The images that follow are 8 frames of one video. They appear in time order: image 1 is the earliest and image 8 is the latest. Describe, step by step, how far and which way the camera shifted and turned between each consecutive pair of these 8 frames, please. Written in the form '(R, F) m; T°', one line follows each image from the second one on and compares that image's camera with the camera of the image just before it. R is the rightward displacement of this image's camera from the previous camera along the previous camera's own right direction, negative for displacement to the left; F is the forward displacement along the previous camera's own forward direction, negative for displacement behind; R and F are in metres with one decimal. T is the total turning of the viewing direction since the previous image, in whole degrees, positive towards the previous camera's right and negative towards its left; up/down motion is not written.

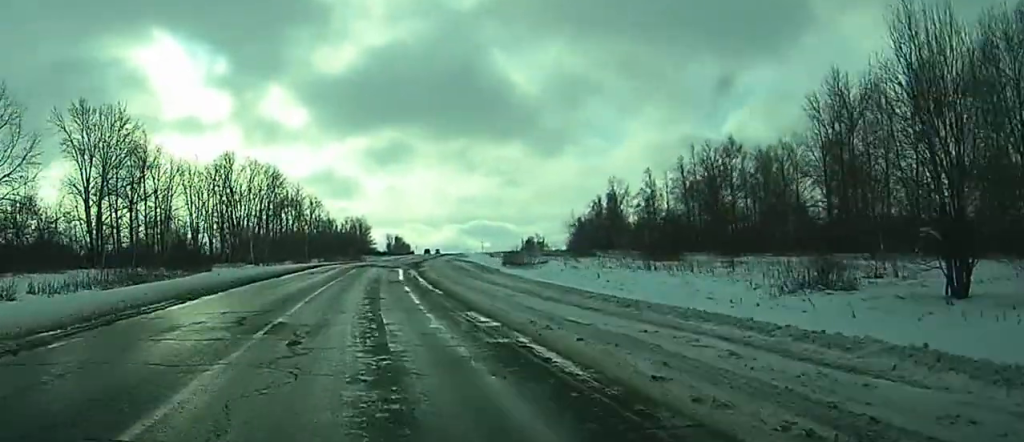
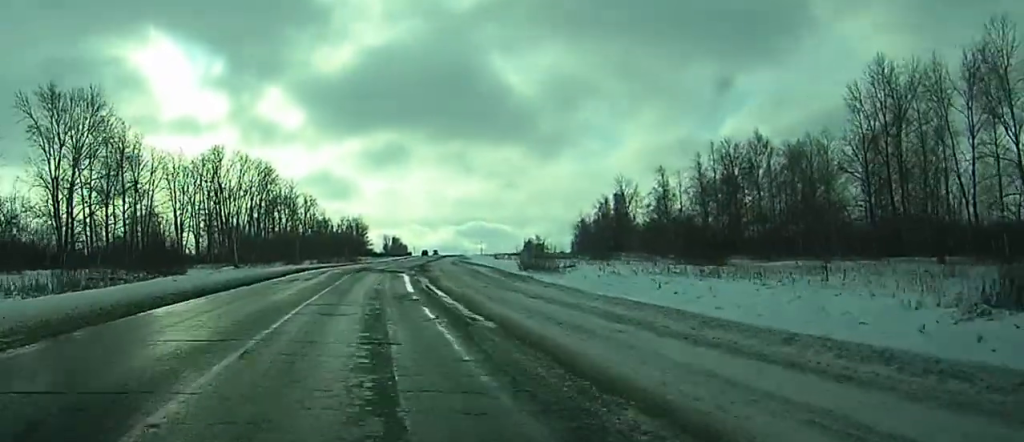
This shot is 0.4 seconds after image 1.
(+0.1, +9.9) m; +1°
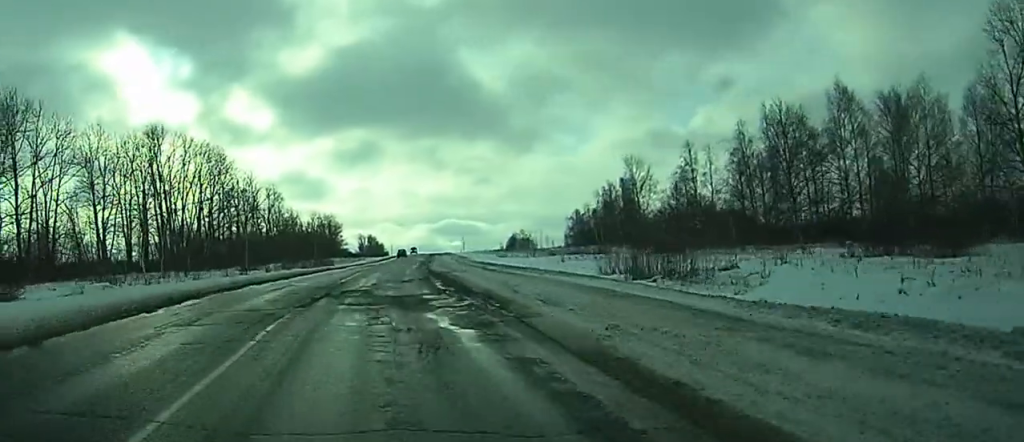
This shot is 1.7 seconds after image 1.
(+0.4, +29.7) m; +1°
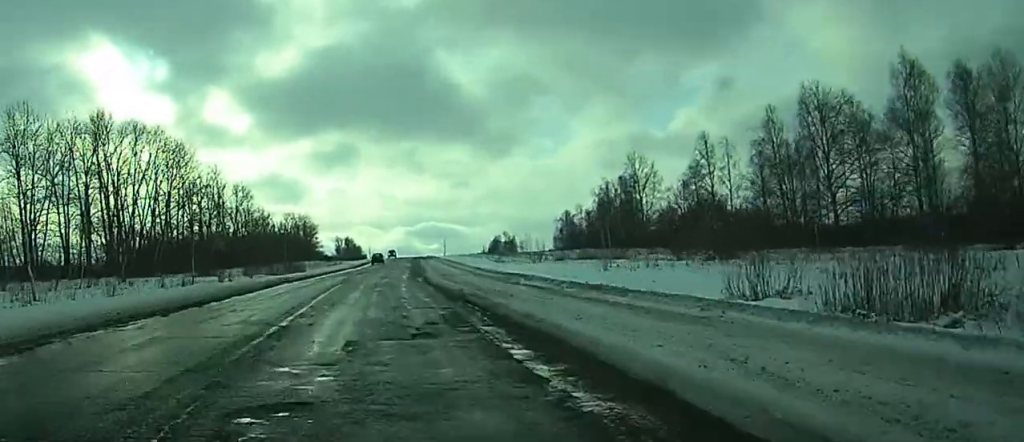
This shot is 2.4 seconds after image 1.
(+0.1, +17.8) m; +1°
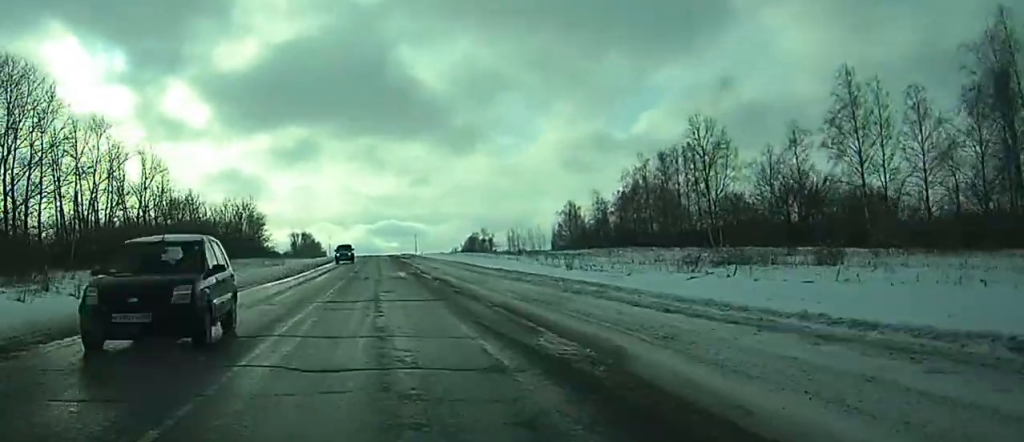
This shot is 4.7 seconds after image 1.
(+1.0, +54.7) m; +2°
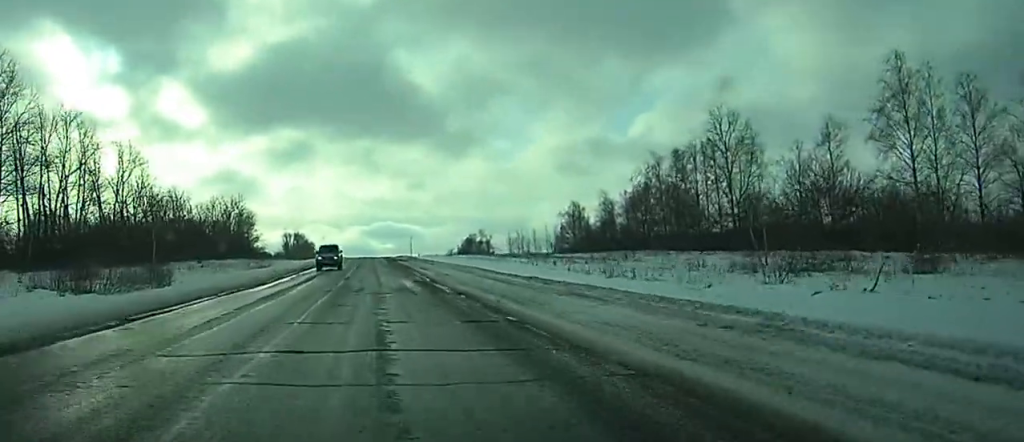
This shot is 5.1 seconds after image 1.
(0.0, +10.5) m; 0°
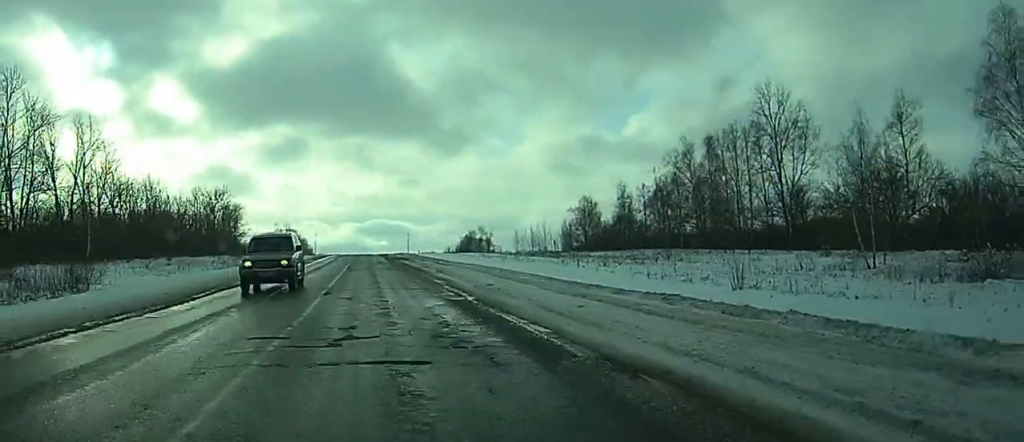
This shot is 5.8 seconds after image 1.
(+0.1, +16.9) m; 0°
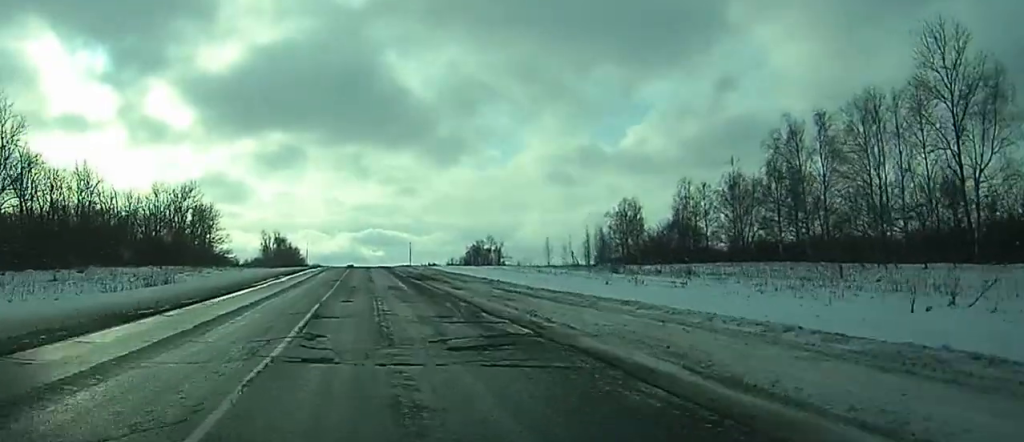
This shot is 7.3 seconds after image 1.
(+0.2, +35.3) m; 0°
